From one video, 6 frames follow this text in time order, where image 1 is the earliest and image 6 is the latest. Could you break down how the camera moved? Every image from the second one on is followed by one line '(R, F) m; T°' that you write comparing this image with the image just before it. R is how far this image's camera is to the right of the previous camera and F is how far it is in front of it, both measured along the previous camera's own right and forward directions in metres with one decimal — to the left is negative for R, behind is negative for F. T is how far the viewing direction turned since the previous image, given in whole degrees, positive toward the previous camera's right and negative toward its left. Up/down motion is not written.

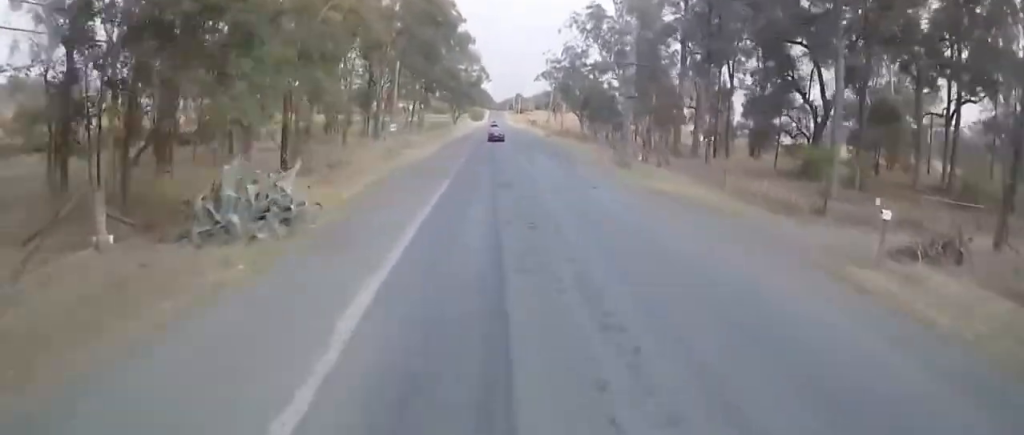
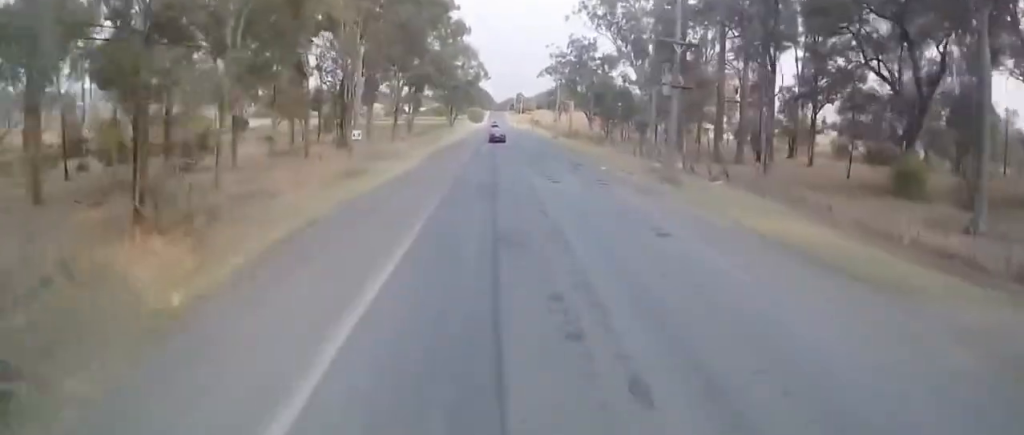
(-0.1, +10.5) m; 0°
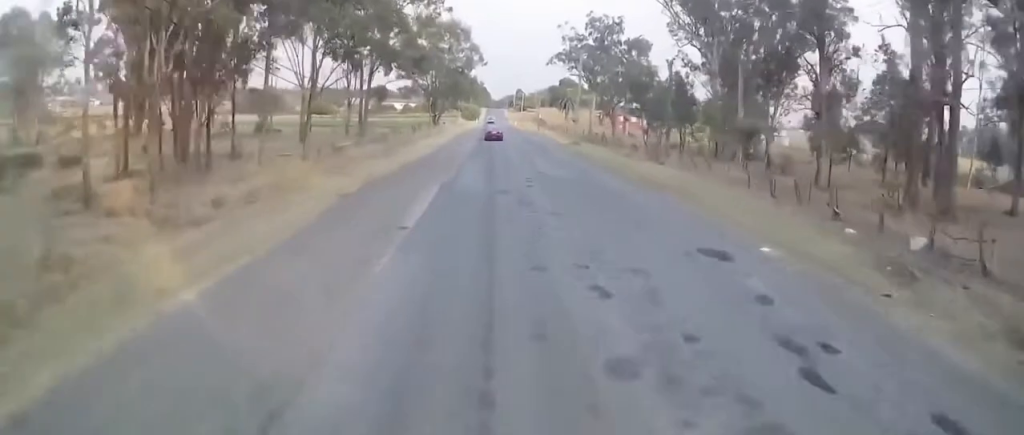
(-0.1, +23.7) m; -2°
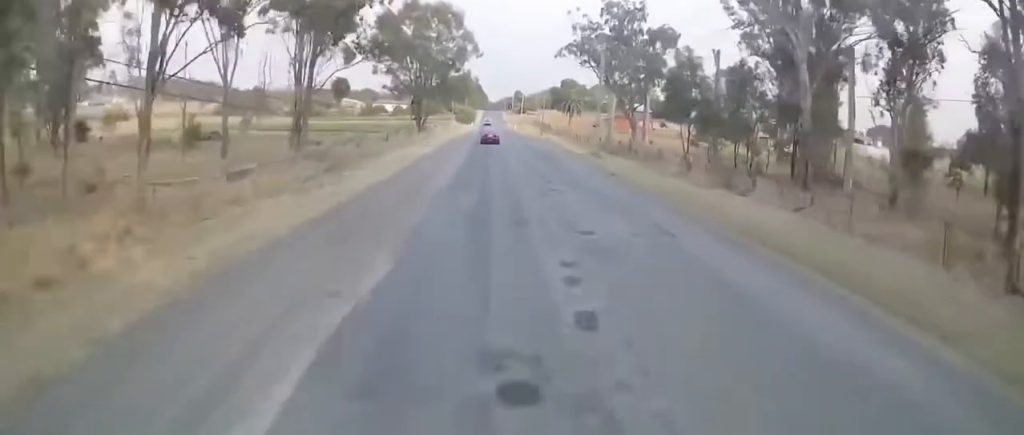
(-0.6, +14.8) m; +1°
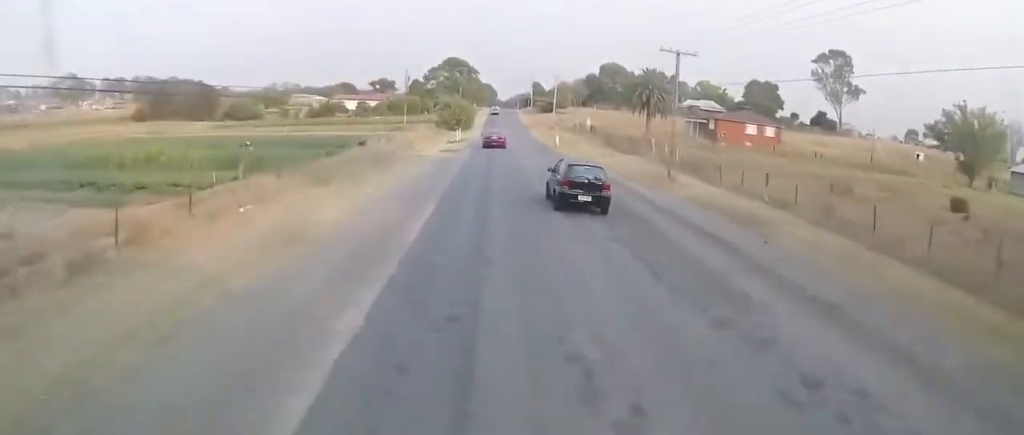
(+0.5, +68.6) m; +1°
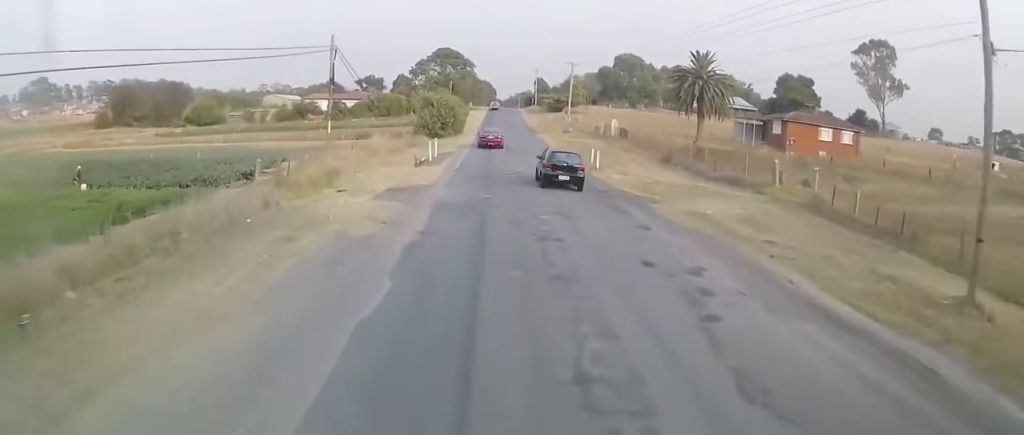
(+0.4, +20.8) m; +1°
